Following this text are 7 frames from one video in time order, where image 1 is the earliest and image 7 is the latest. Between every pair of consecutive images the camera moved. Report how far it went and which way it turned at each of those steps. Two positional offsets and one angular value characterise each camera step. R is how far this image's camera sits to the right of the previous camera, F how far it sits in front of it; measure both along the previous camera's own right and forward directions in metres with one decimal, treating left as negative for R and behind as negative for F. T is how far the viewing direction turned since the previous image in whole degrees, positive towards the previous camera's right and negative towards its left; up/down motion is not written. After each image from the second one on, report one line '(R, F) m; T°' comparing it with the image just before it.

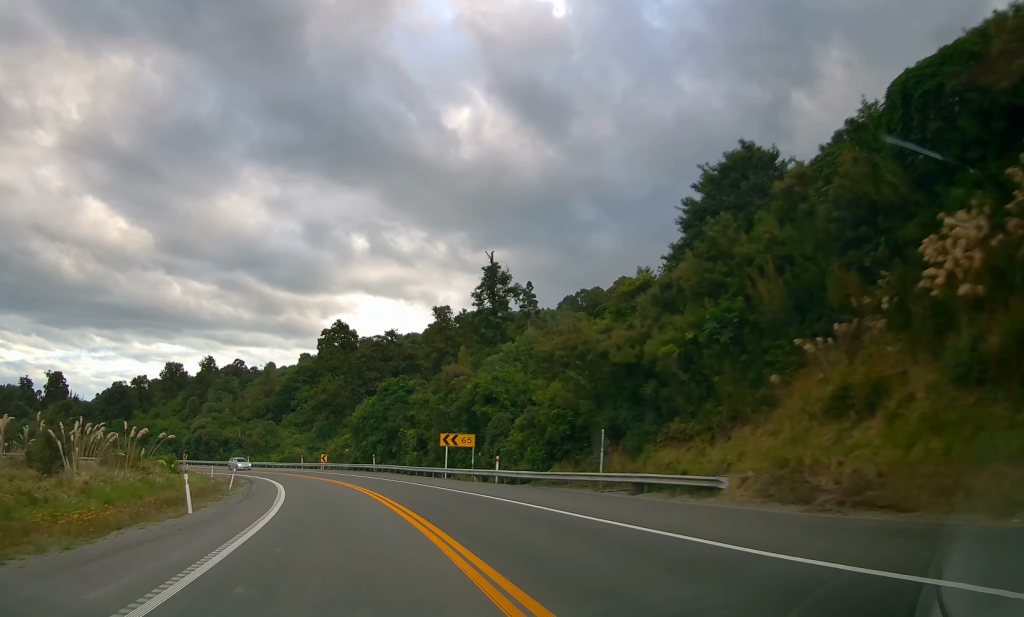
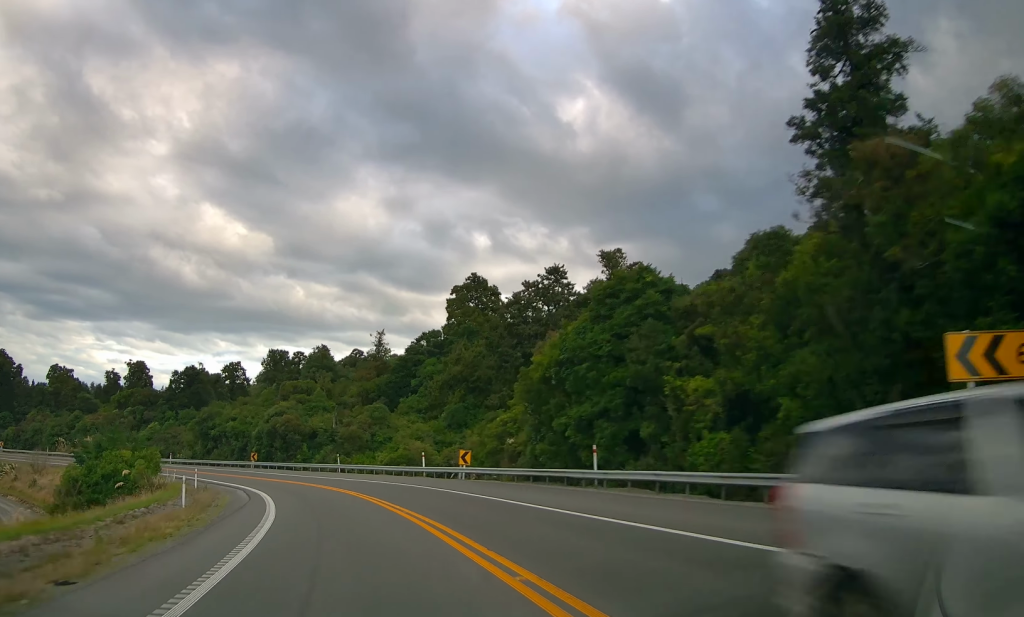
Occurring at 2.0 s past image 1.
(-2.4, +37.6) m; -10°
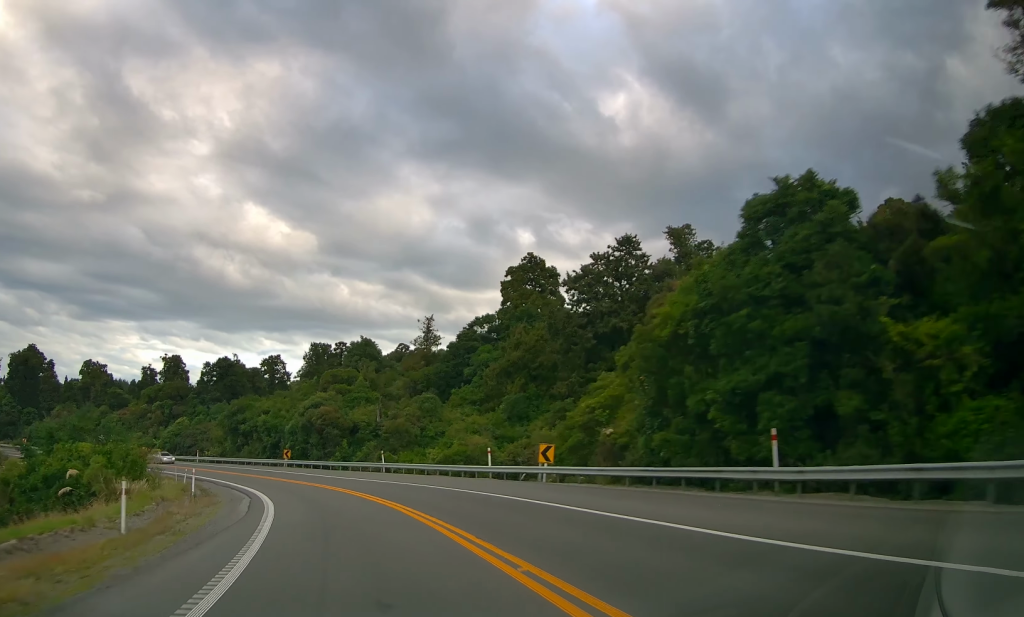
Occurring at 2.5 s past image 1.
(-0.8, +9.5) m; -6°
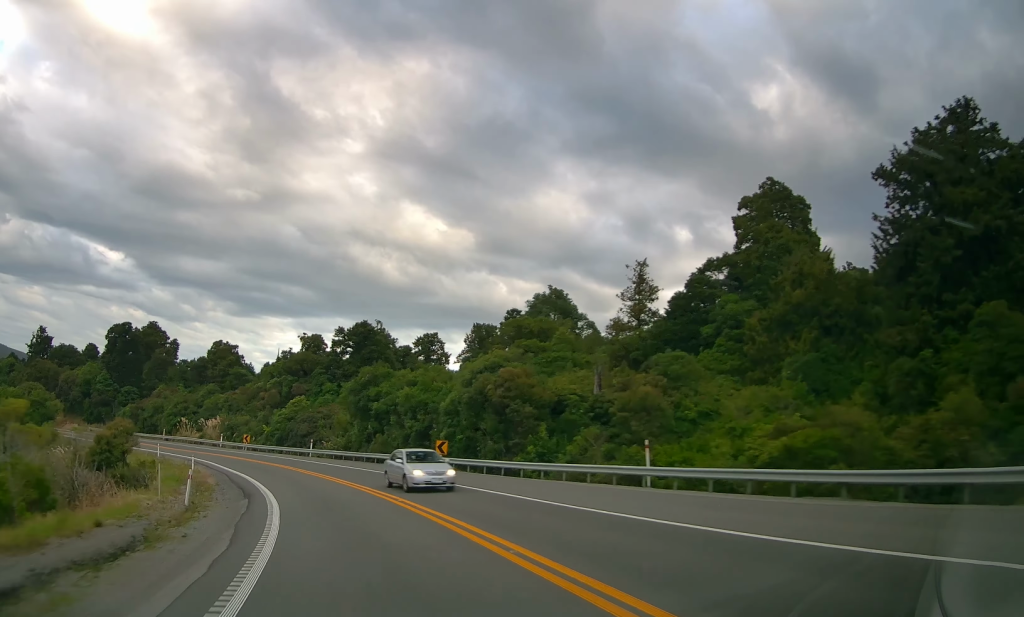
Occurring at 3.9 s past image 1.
(-3.4, +27.7) m; -13°
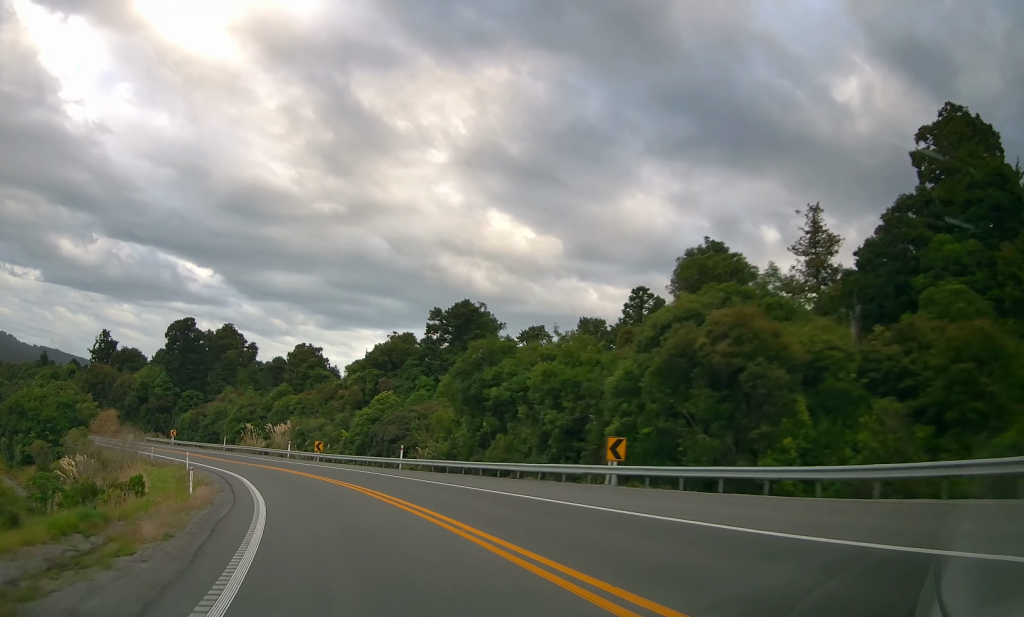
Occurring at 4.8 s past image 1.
(-0.9, +16.6) m; -7°
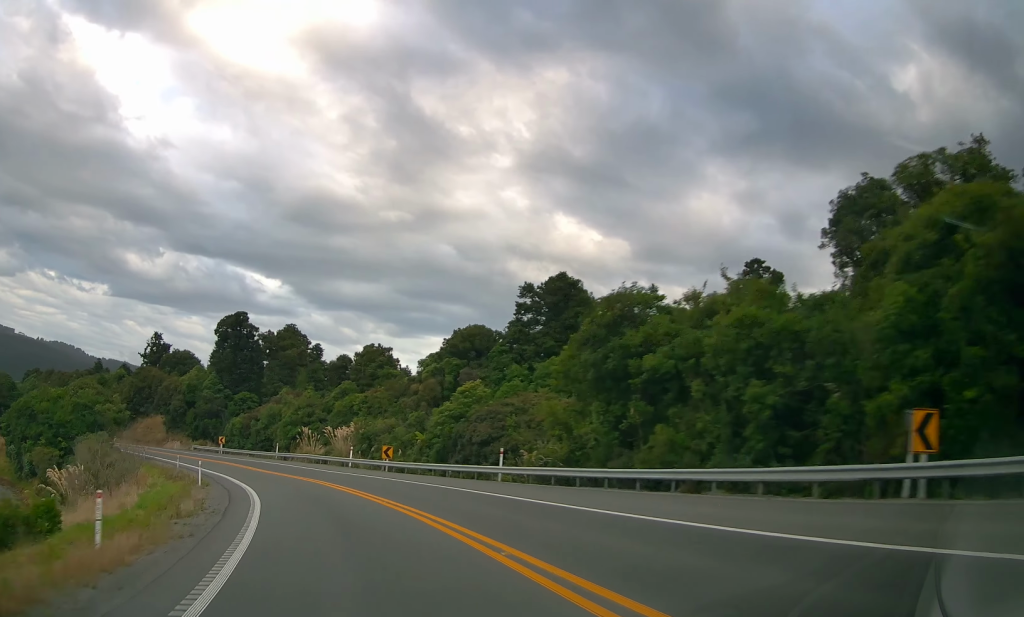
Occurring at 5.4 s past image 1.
(-0.6, +12.4) m; -7°
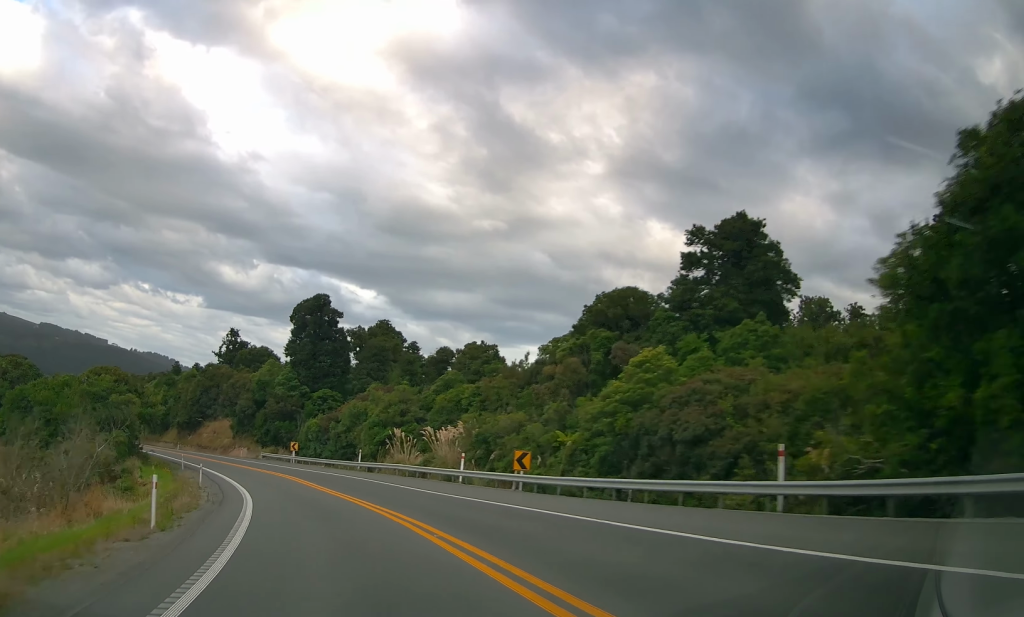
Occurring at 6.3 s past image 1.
(-1.6, +16.4) m; -7°
